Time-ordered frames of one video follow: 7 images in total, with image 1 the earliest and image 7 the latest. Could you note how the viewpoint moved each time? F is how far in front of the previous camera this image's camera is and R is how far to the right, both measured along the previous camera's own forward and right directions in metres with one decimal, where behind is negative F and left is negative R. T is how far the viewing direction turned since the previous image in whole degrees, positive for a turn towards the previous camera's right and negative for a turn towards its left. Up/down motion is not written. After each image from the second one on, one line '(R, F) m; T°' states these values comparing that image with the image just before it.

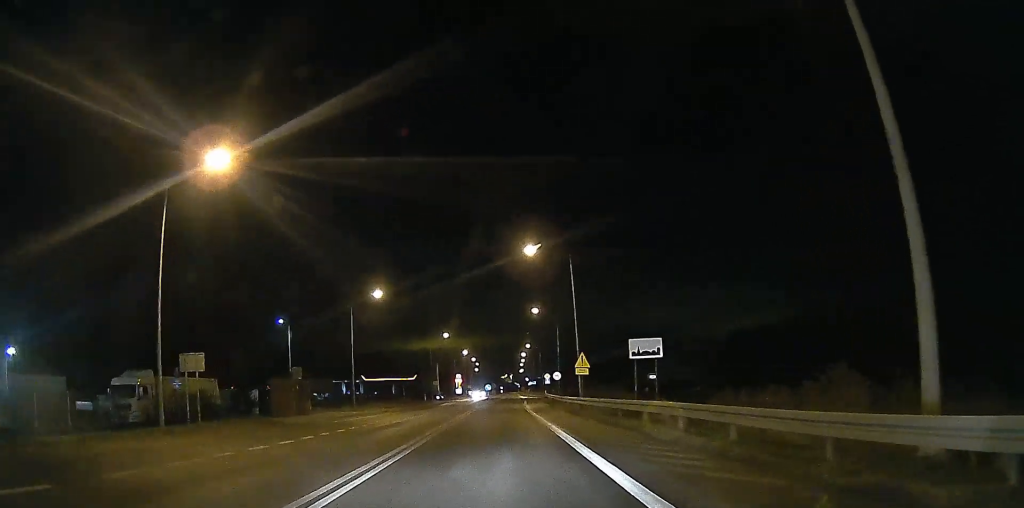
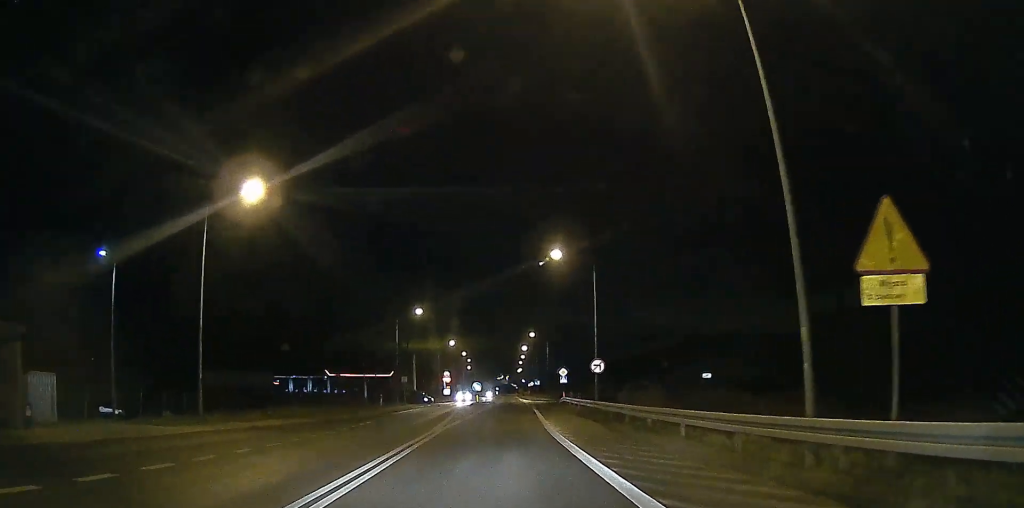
(+0.6, +29.1) m; +2°
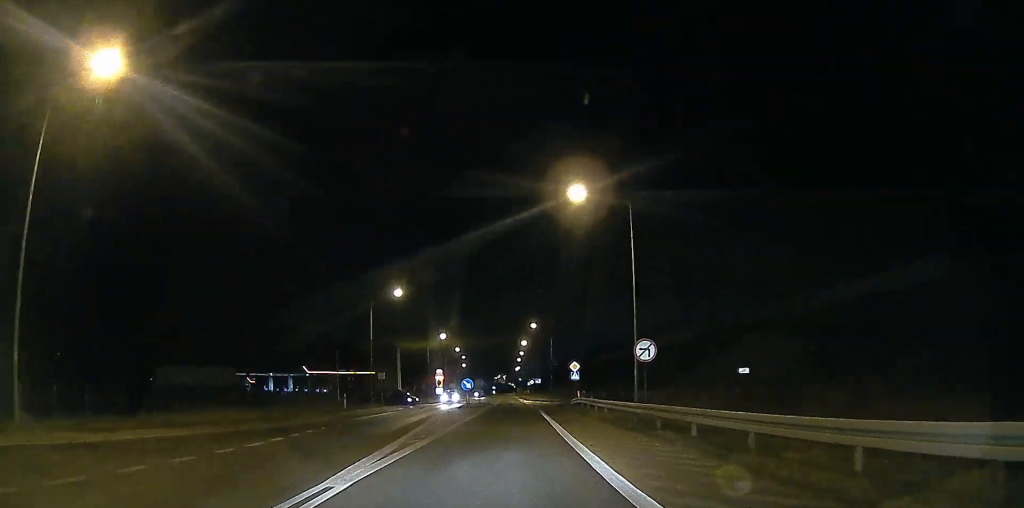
(+0.1, +12.4) m; 0°
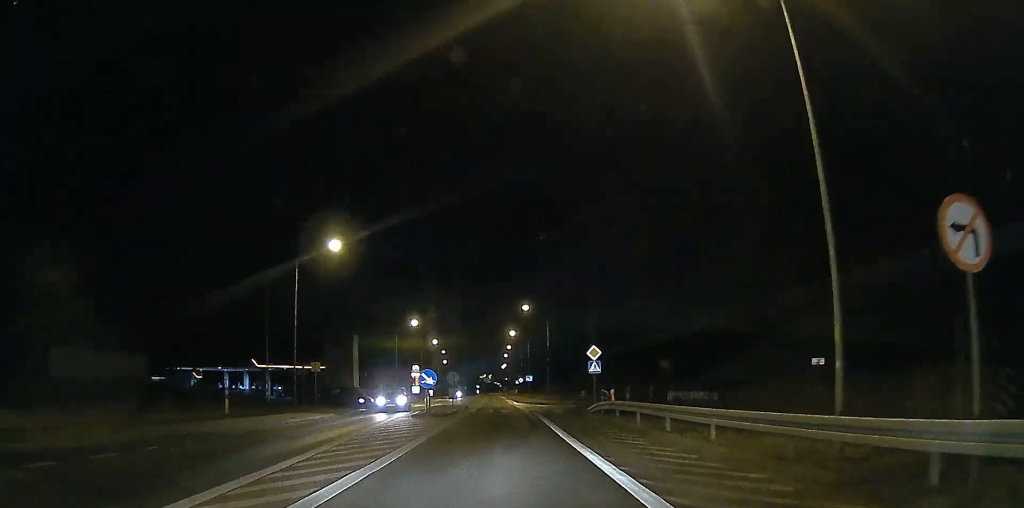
(-0.1, +17.8) m; 0°
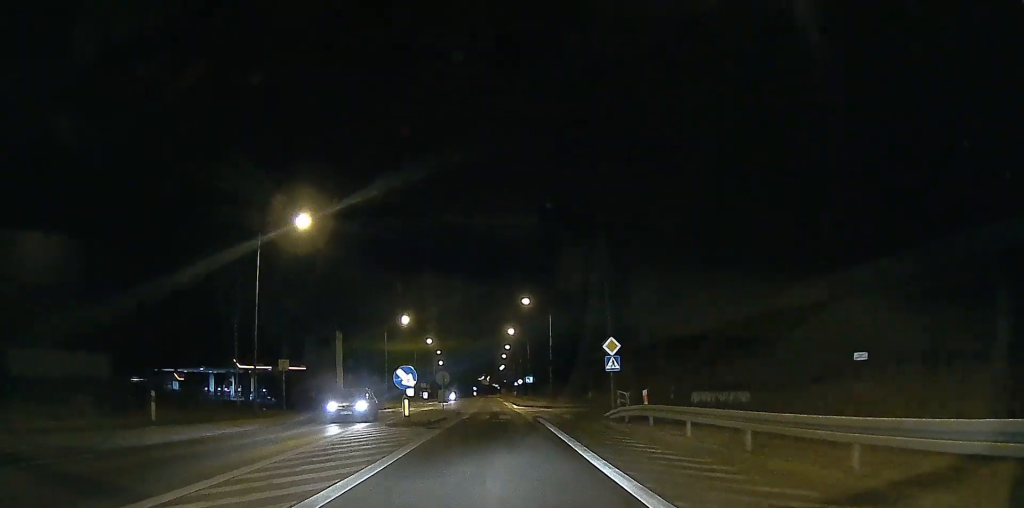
(0.0, +6.1) m; 0°
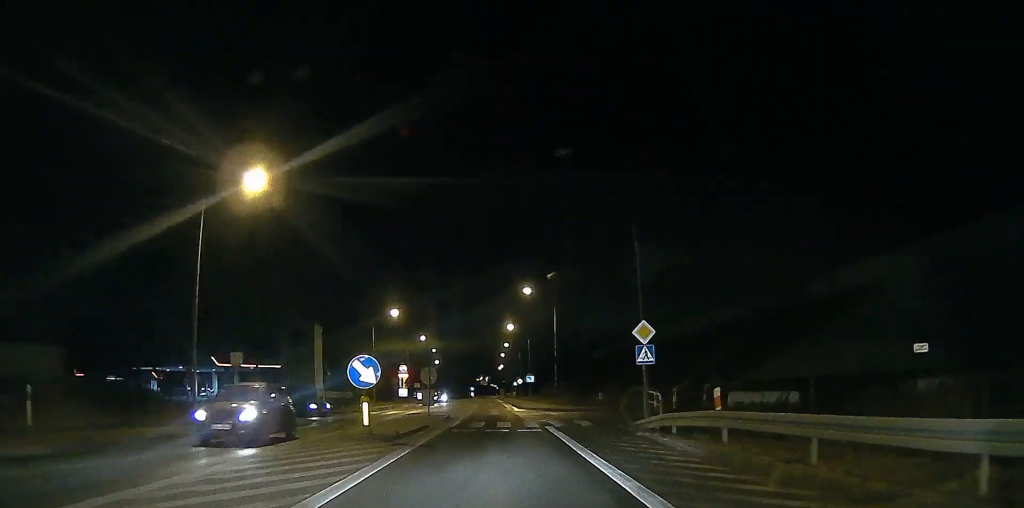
(0.0, +6.8) m; 0°
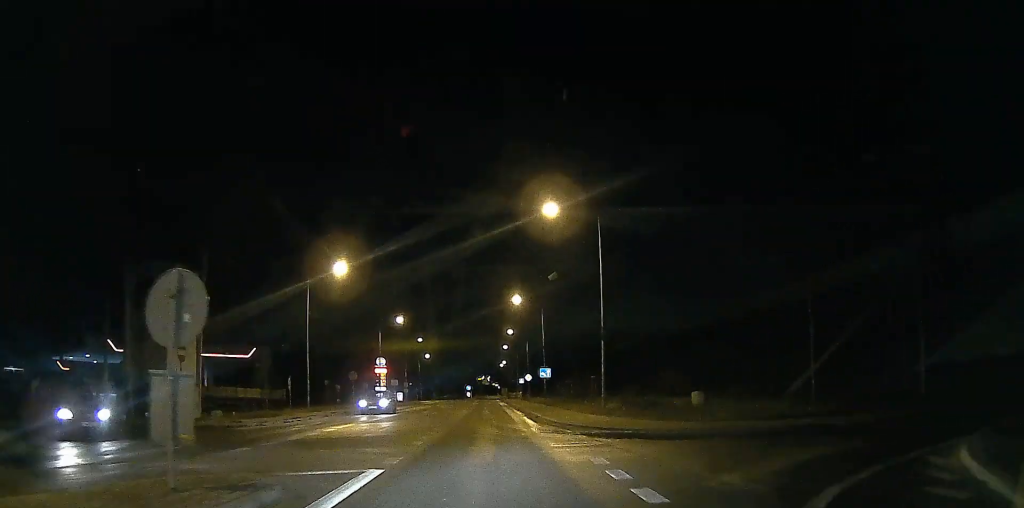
(-0.1, +24.6) m; +1°
